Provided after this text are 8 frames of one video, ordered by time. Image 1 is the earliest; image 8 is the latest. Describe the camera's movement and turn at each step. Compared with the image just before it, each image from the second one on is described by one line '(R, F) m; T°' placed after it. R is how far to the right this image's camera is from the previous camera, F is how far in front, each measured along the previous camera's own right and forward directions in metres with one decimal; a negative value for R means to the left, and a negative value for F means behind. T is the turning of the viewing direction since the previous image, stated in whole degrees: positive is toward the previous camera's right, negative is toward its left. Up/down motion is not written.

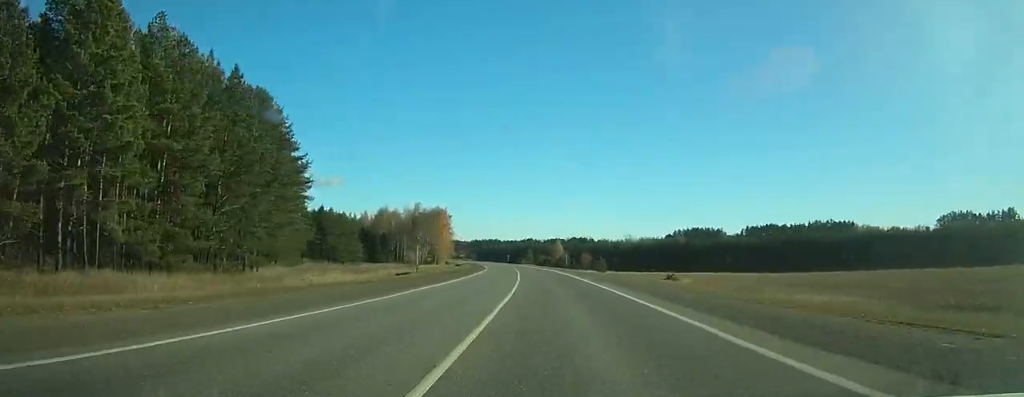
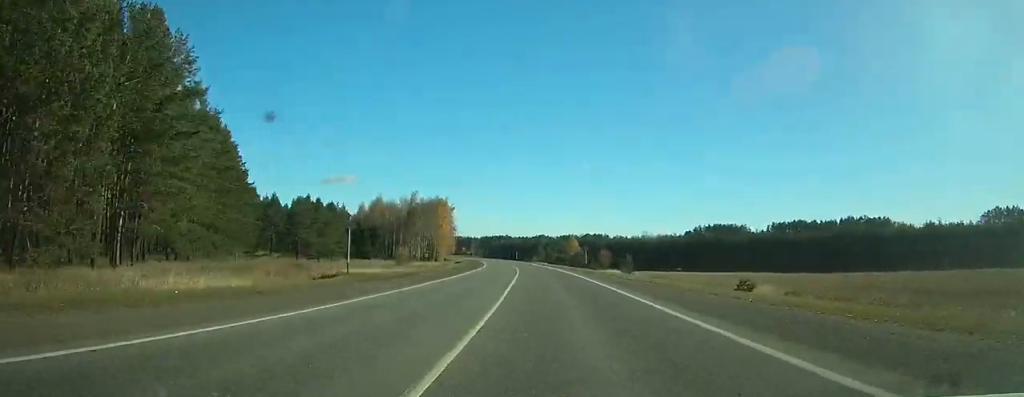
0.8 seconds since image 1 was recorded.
(-0.5, +22.4) m; -1°
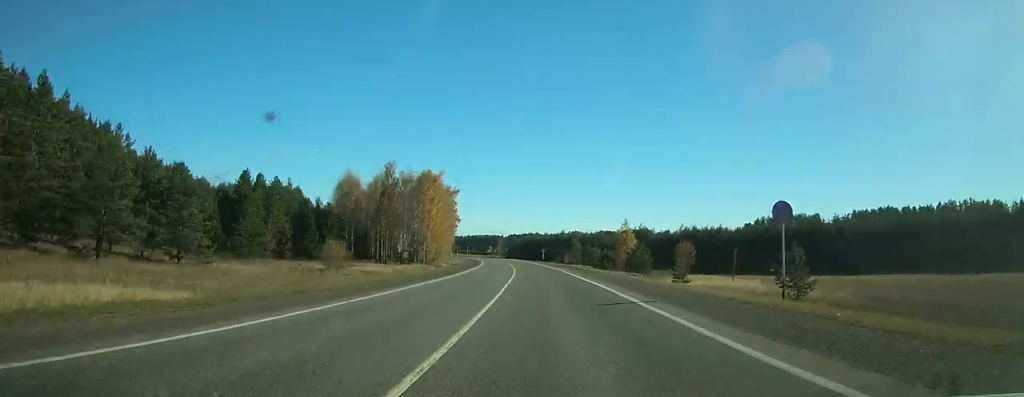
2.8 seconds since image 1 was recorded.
(-1.4, +55.4) m; -3°
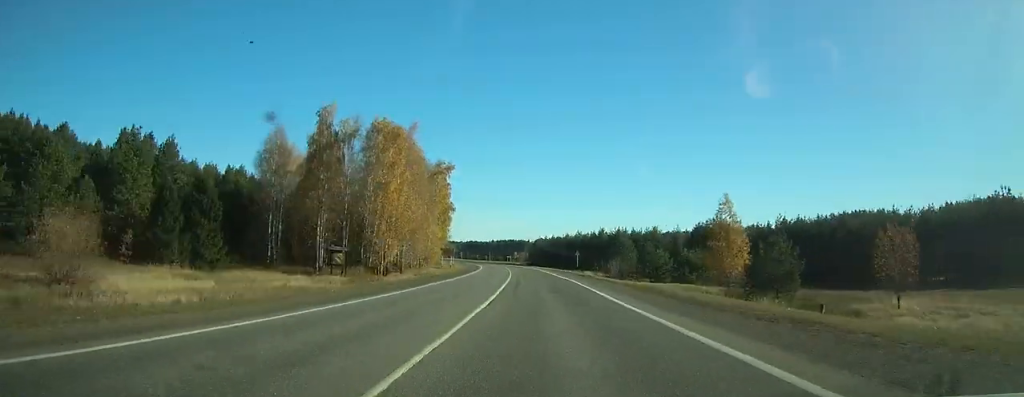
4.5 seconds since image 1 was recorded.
(-1.4, +46.6) m; -3°
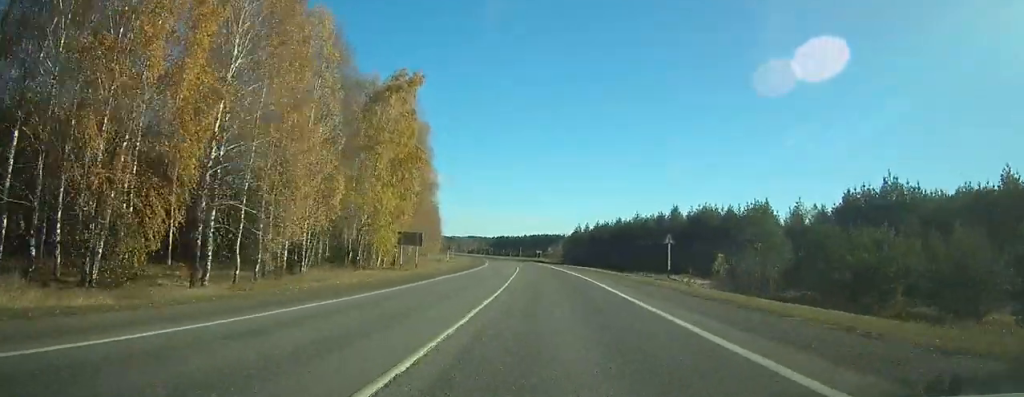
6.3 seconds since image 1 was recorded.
(-1.3, +46.6) m; -2°
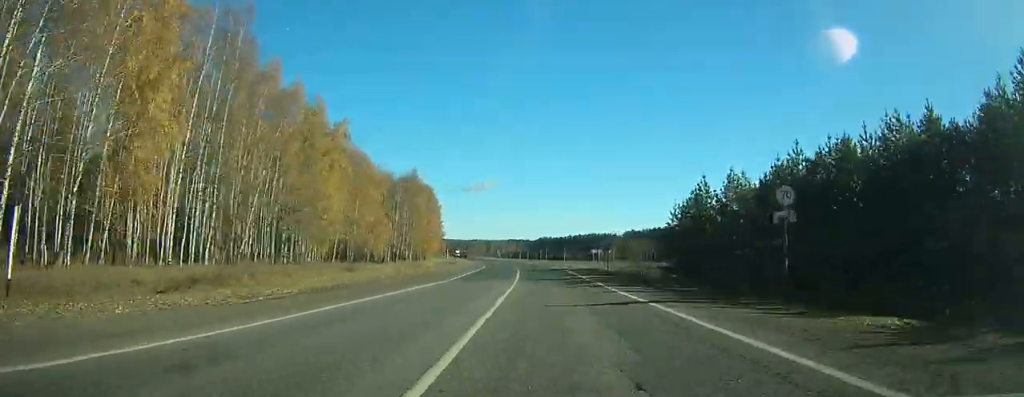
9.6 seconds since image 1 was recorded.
(-2.6, +77.9) m; -5°
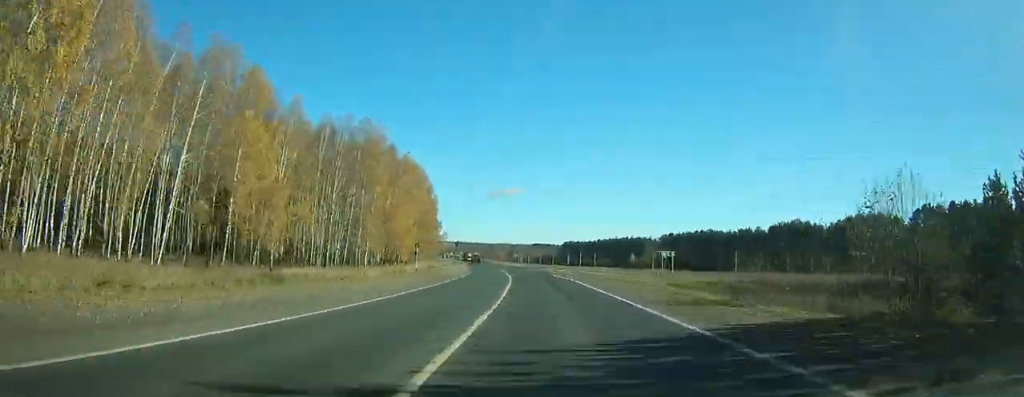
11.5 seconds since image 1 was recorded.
(-1.4, +41.7) m; -2°
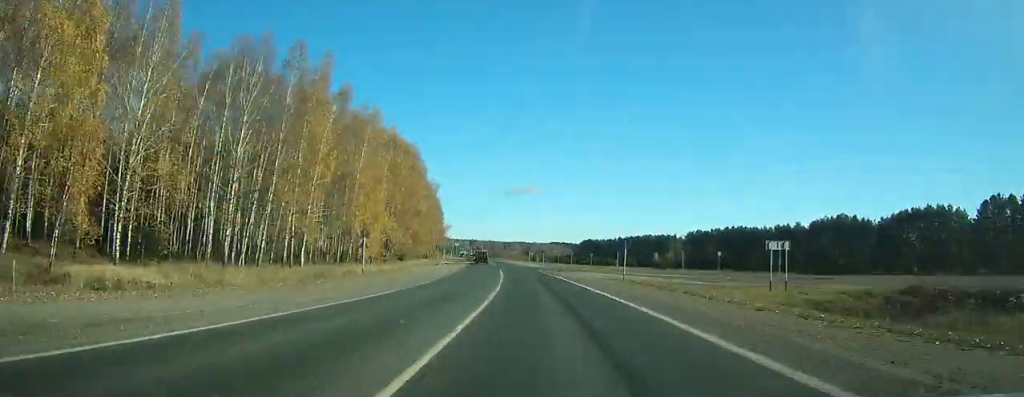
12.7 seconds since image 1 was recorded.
(-0.1, +23.3) m; 0°
